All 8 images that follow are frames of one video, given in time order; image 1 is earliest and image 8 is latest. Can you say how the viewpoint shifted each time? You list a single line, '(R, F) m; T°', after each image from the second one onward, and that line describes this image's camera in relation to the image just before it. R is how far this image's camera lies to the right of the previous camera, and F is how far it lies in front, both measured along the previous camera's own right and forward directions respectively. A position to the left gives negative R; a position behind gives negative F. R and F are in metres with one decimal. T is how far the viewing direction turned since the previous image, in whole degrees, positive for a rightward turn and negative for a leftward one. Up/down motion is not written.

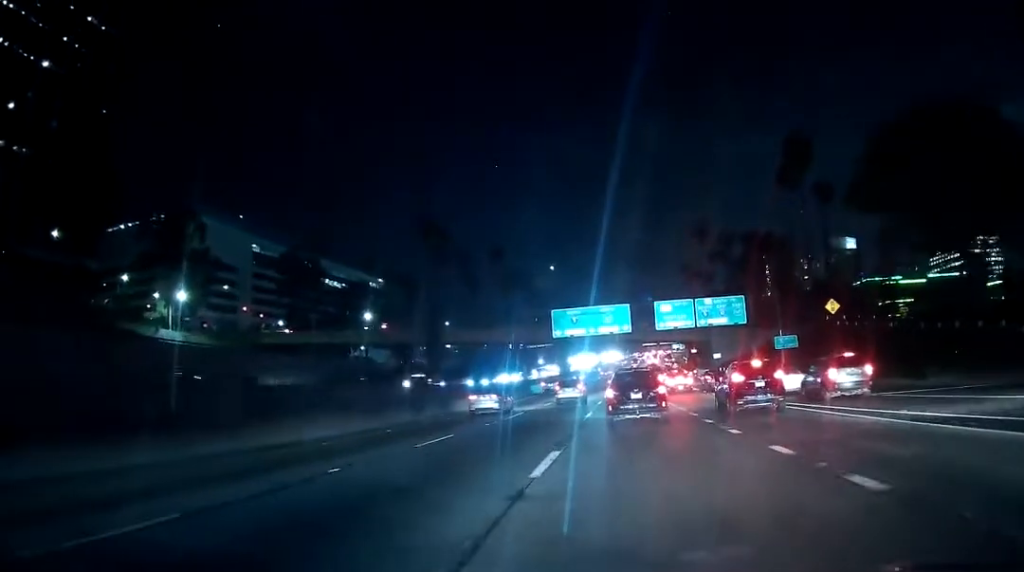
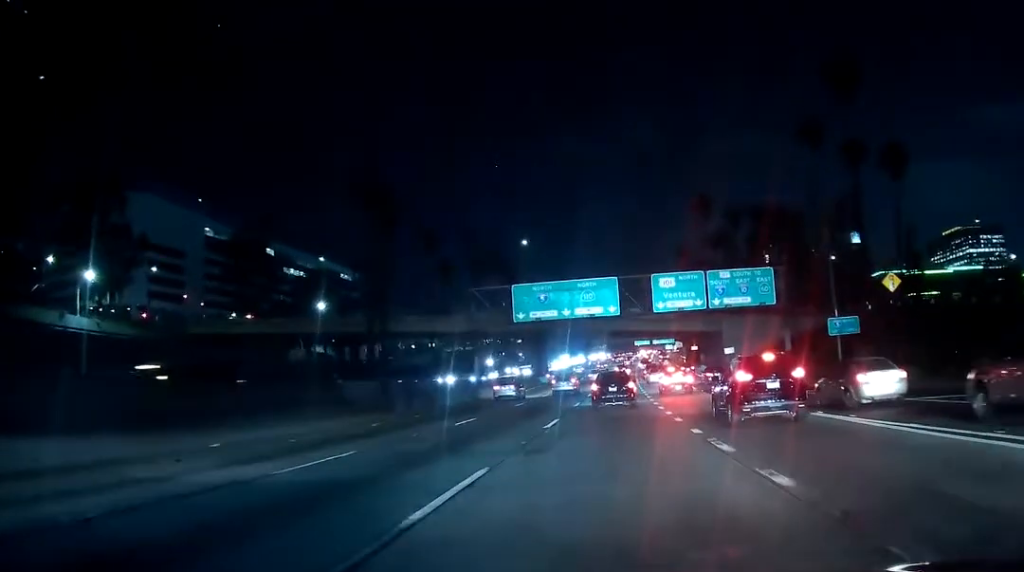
(+0.1, +23.0) m; +1°
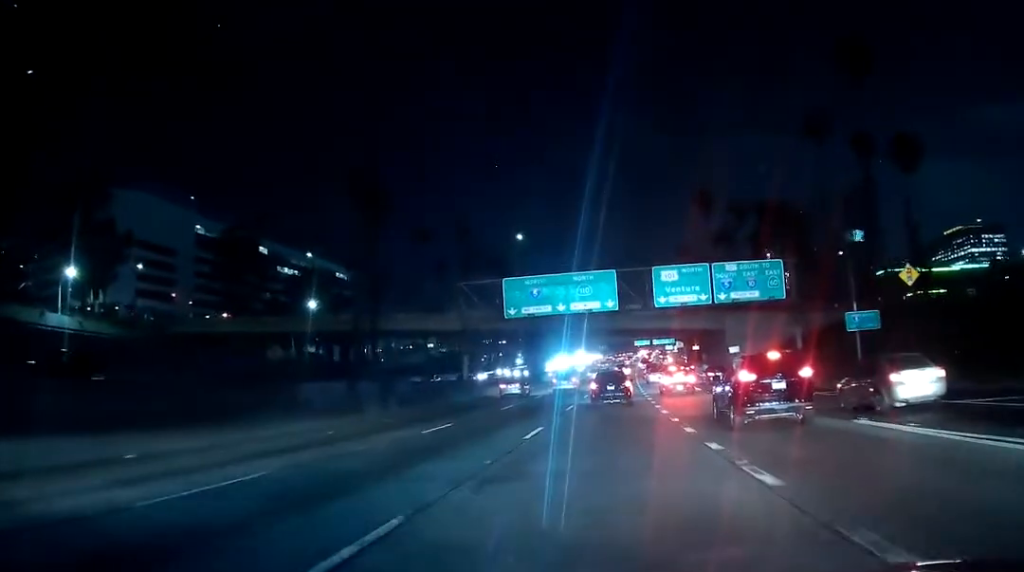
(0.0, +4.8) m; 0°
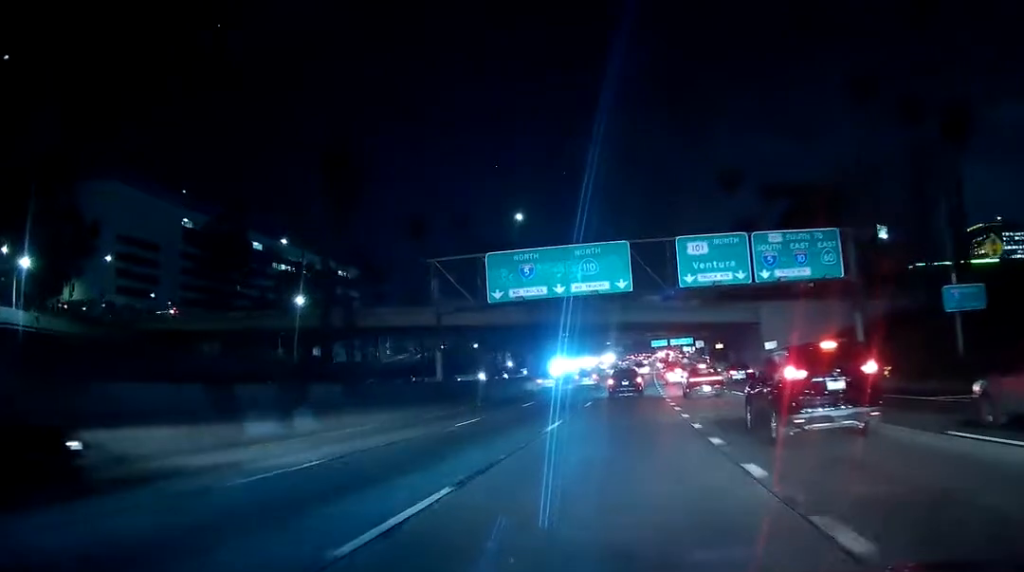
(-0.1, +13.2) m; 0°
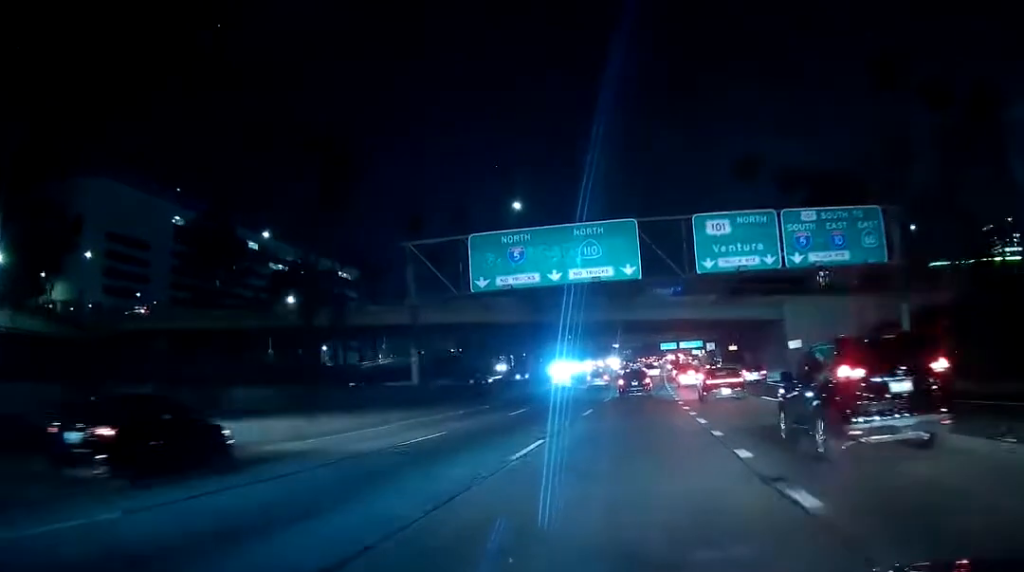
(0.0, +6.8) m; 0°
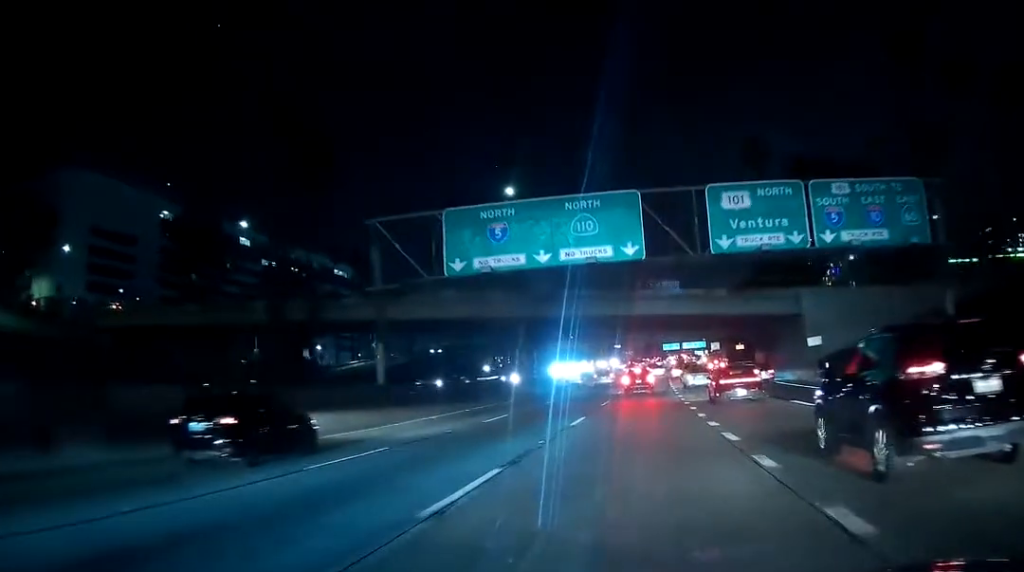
(+0.3, +6.0) m; 0°
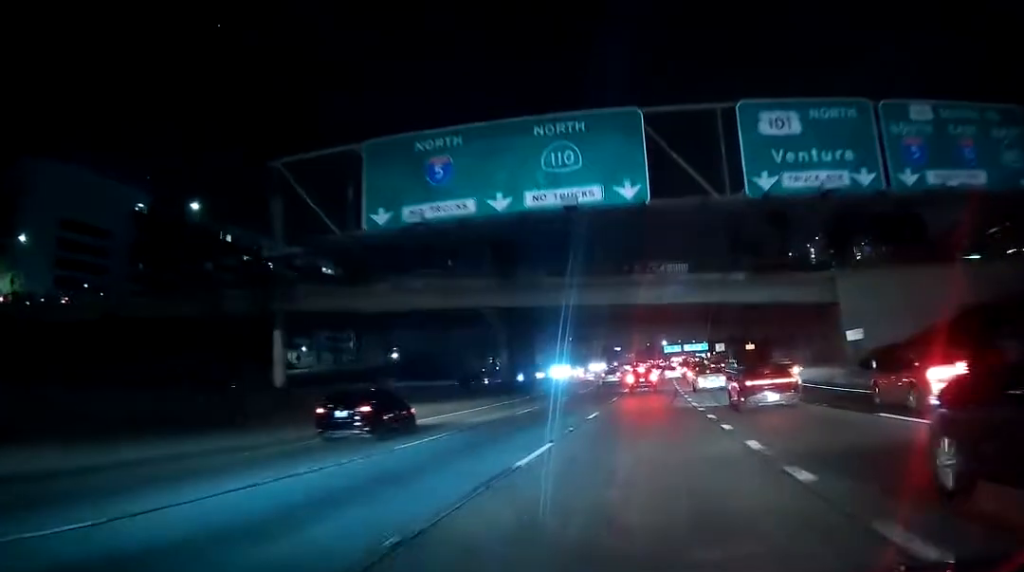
(-0.3, +9.7) m; -2°
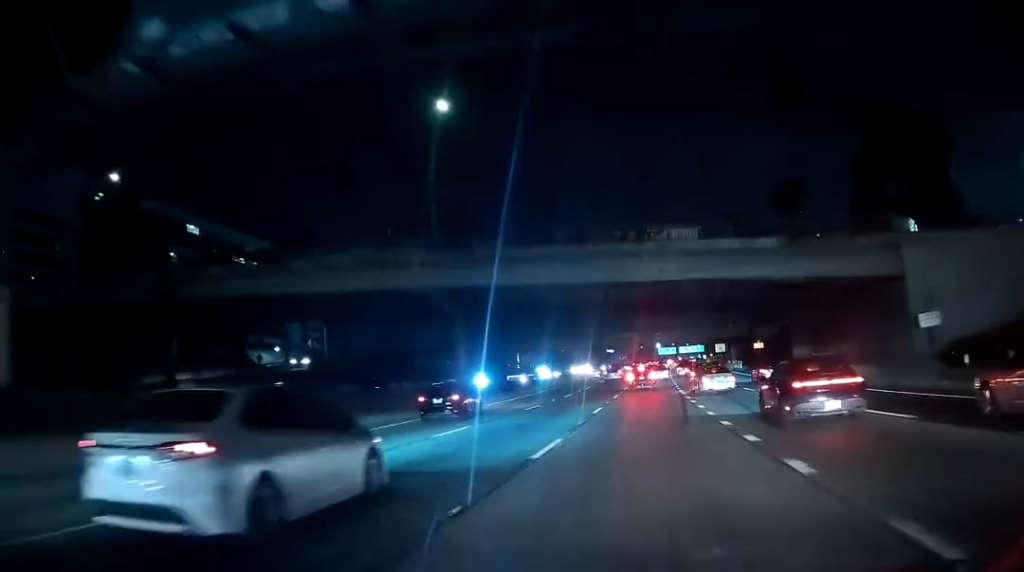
(-0.3, +12.4) m; +1°
